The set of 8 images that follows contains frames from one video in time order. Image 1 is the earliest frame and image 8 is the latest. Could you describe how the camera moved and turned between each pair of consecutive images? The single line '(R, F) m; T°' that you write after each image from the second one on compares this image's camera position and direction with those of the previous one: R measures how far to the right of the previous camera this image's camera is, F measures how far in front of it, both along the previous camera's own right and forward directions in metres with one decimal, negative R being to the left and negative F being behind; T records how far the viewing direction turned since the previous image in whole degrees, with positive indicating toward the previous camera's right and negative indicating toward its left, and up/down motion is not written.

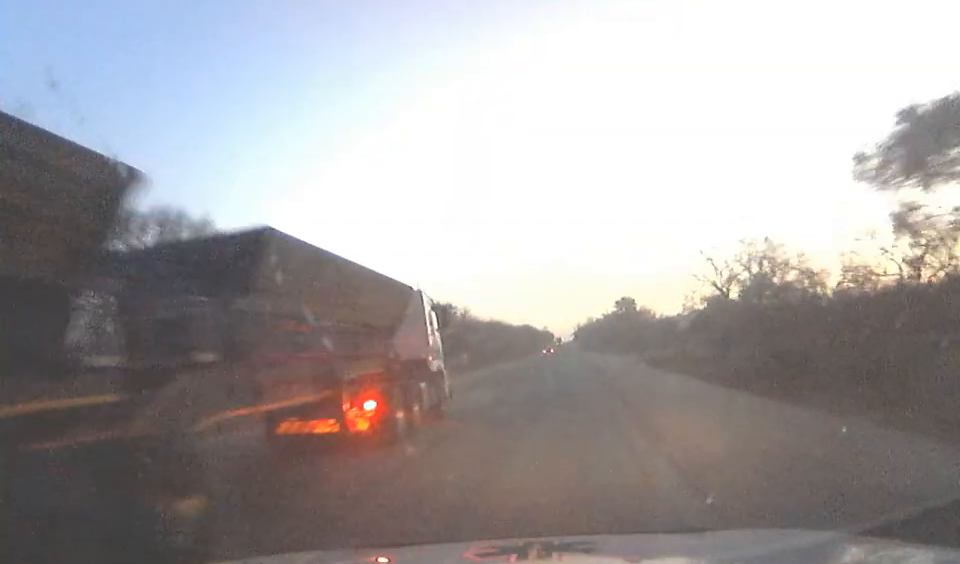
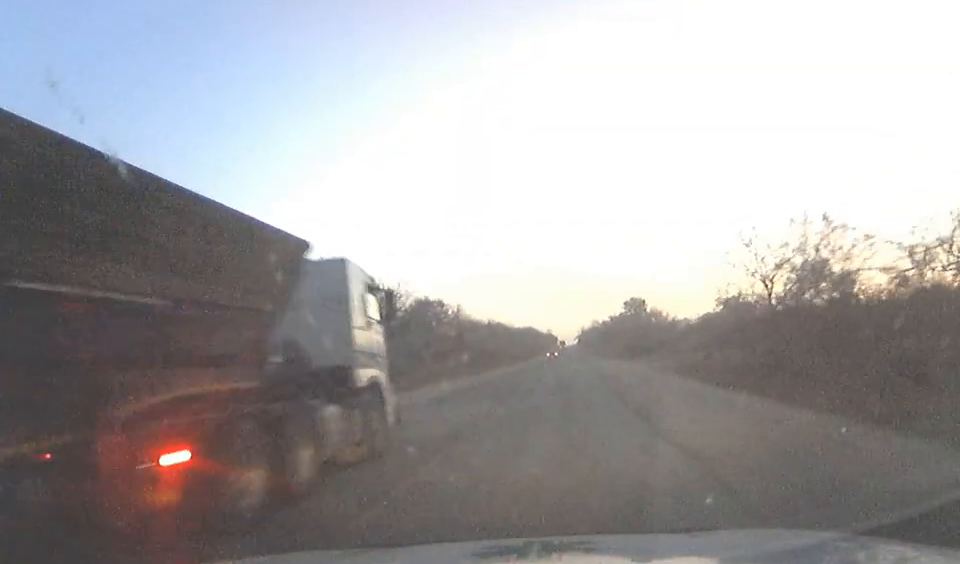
(0.0, +10.5) m; 0°
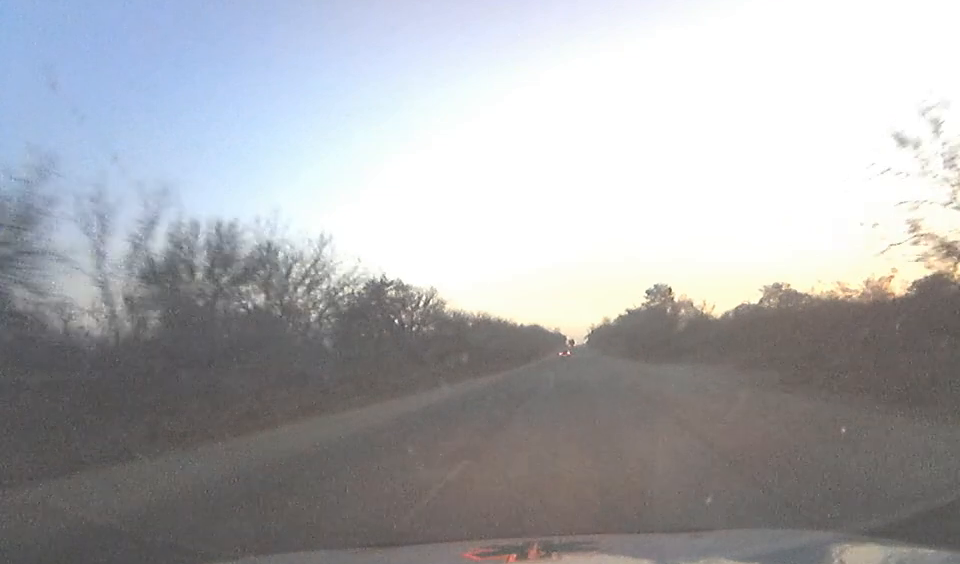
(0.0, +22.8) m; 0°
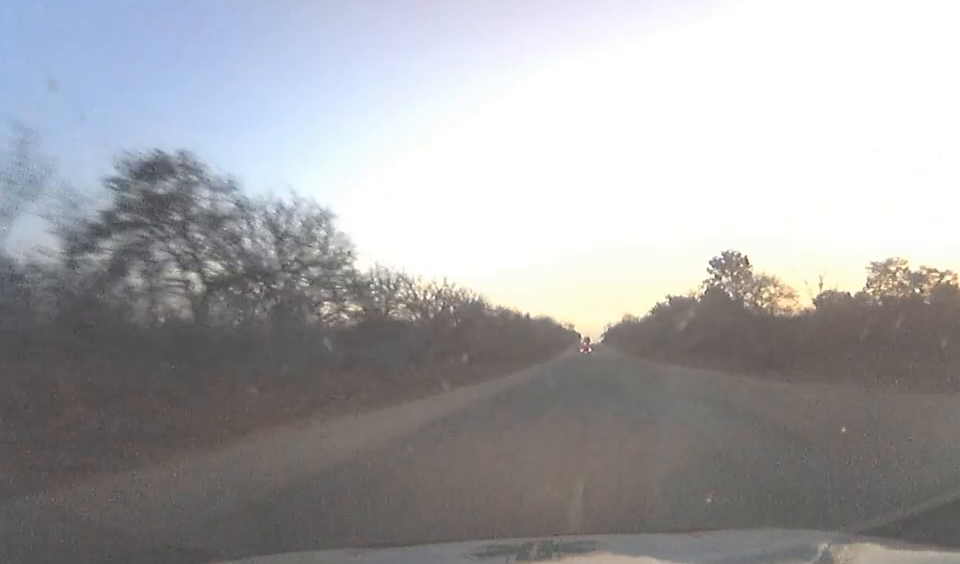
(0.0, +35.5) m; 0°
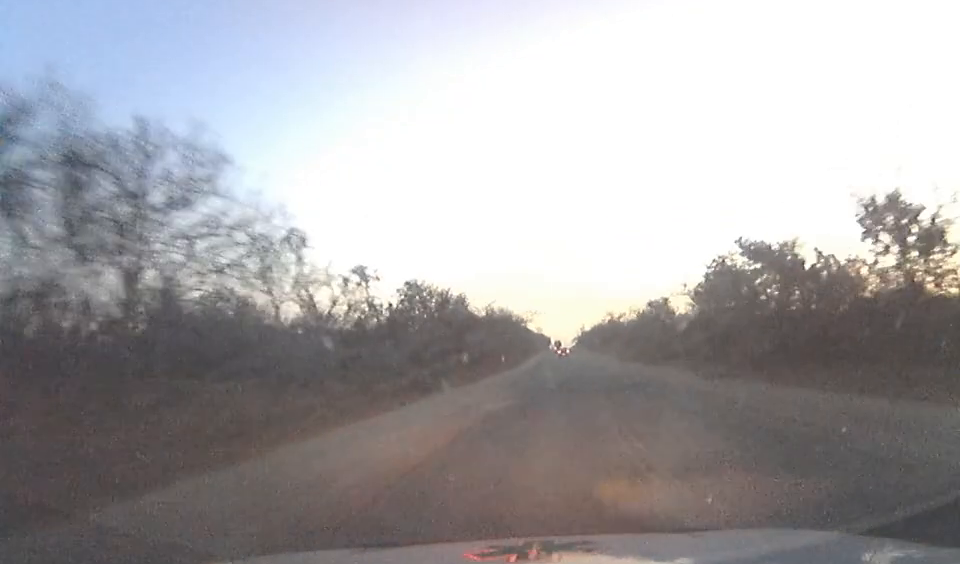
(0.0, +53.5) m; 0°
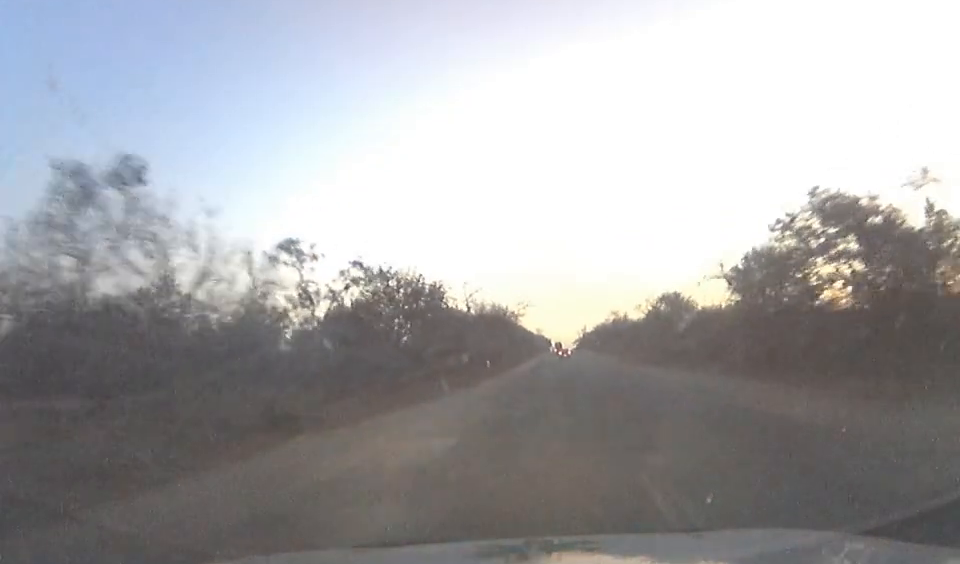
(0.0, +15.3) m; 0°
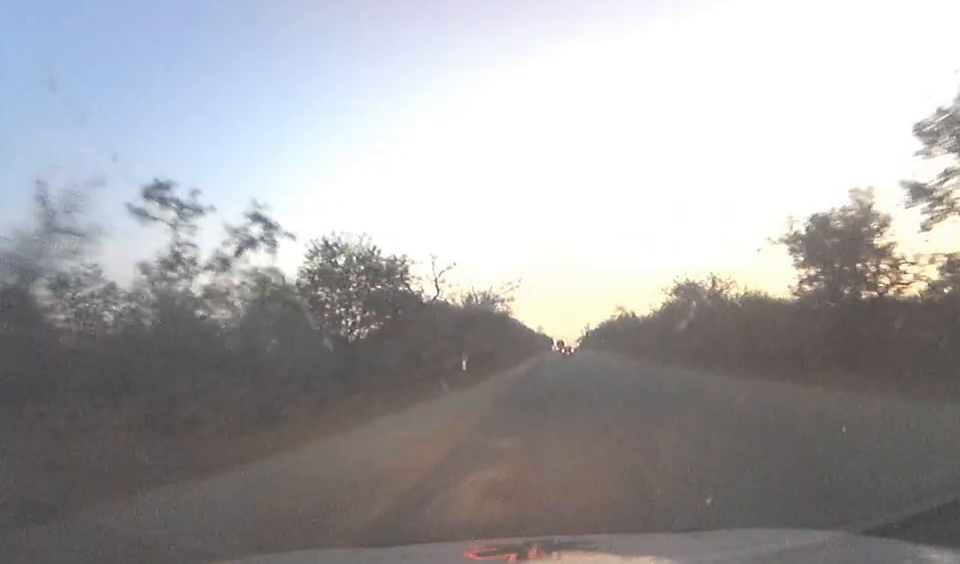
(0.0, +15.3) m; 0°
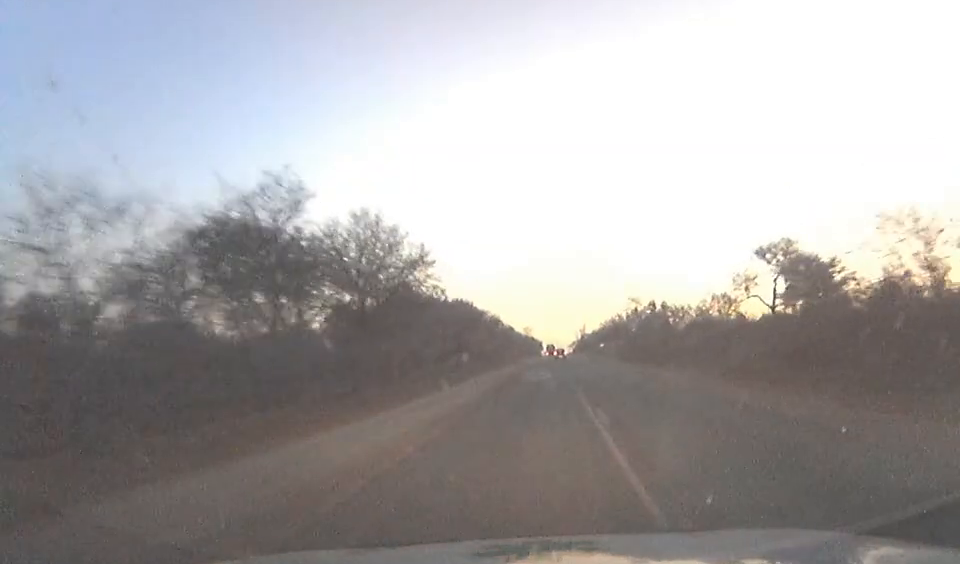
(+0.6, +55.1) m; +1°
